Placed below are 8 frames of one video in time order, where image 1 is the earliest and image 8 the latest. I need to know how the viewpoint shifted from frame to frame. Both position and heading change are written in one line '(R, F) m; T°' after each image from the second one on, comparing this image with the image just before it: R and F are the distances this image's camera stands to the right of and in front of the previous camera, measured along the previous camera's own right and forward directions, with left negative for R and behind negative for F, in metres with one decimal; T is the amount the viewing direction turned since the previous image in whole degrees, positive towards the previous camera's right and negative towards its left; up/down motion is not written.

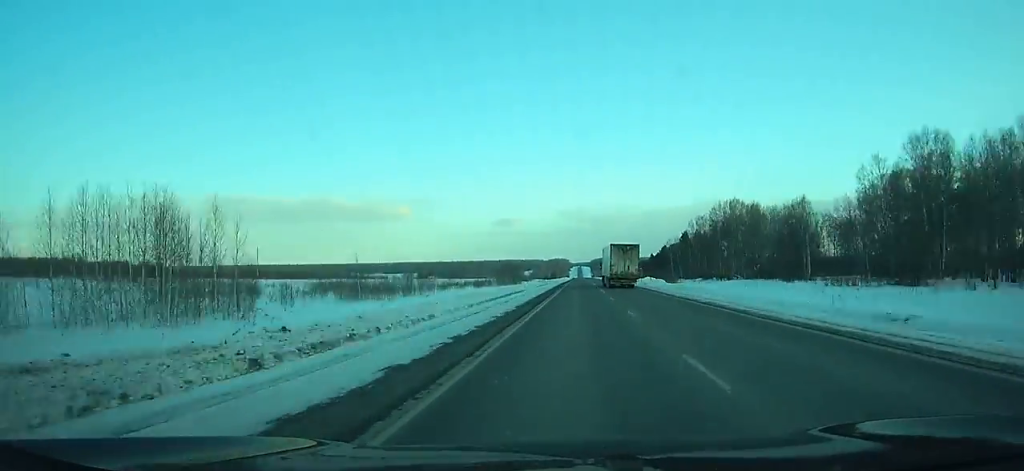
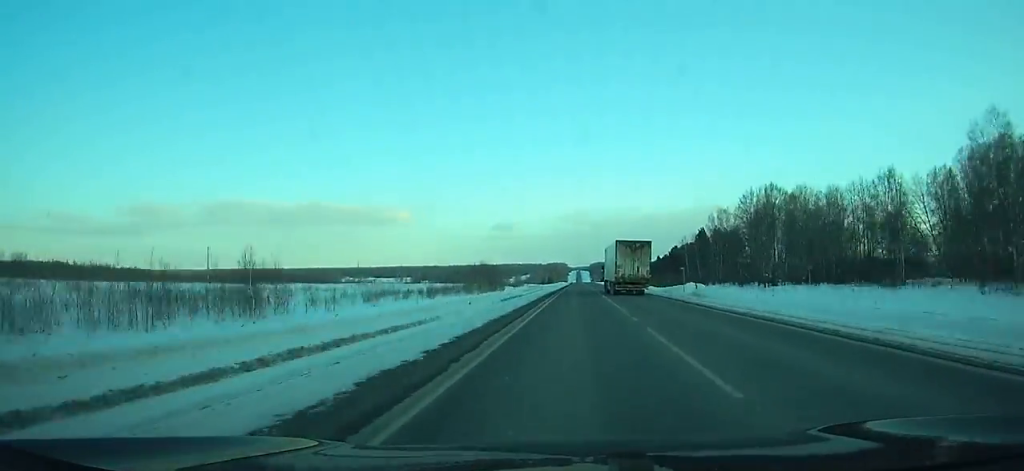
(+0.3, +36.5) m; 0°
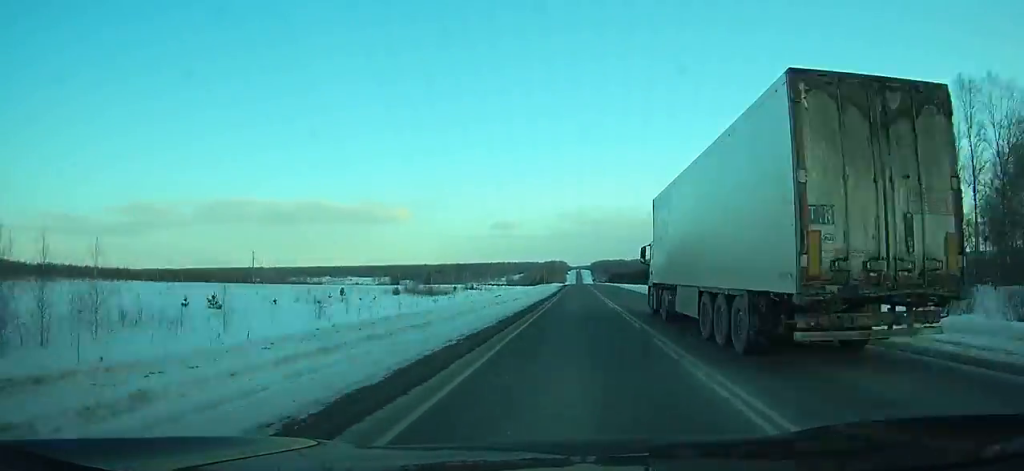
(-0.8, +123.7) m; 0°
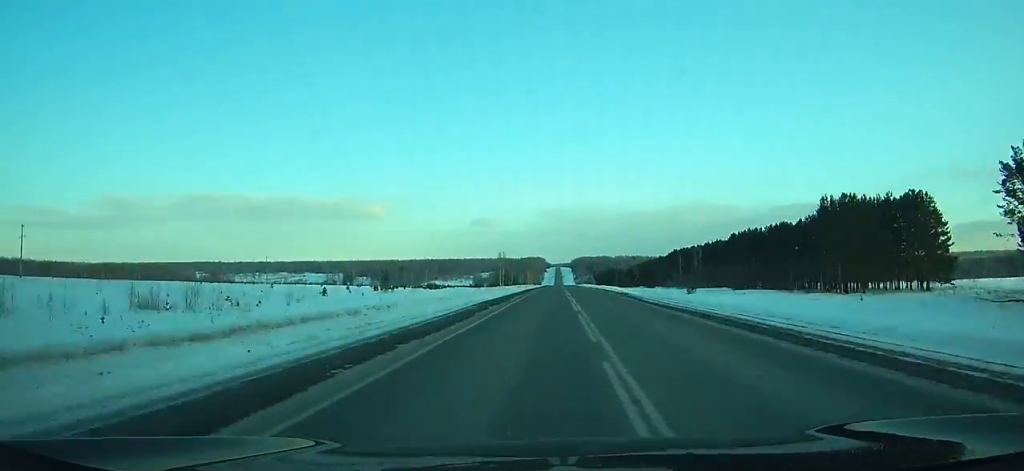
(+1.3, +111.0) m; +1°
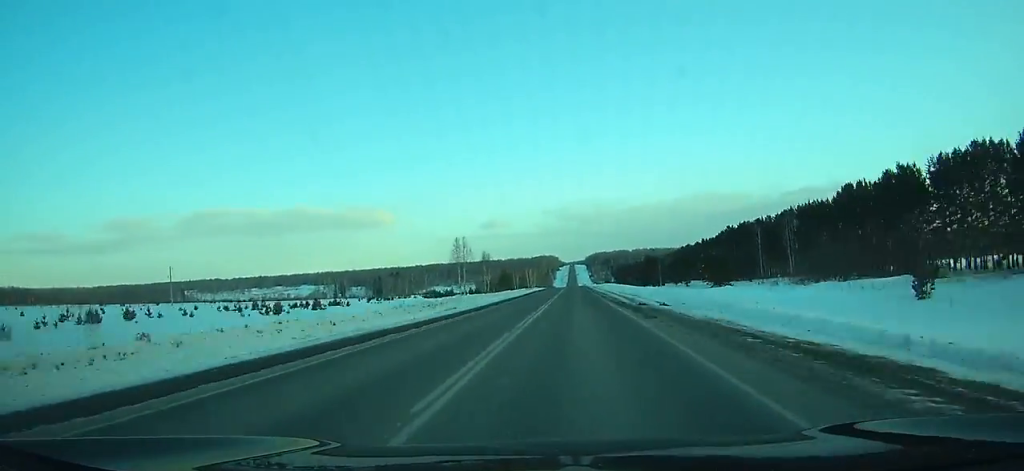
(+0.3, +78.7) m; 0°
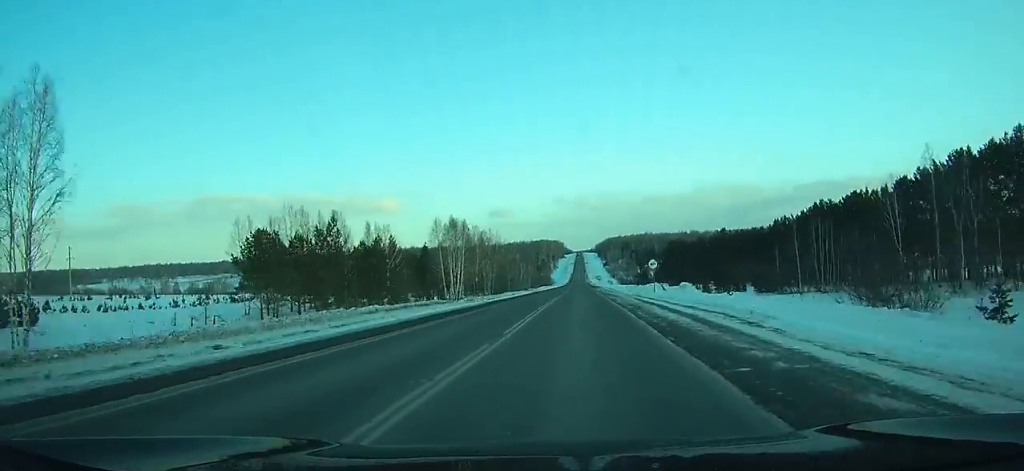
(-2.6, +199.0) m; -1°
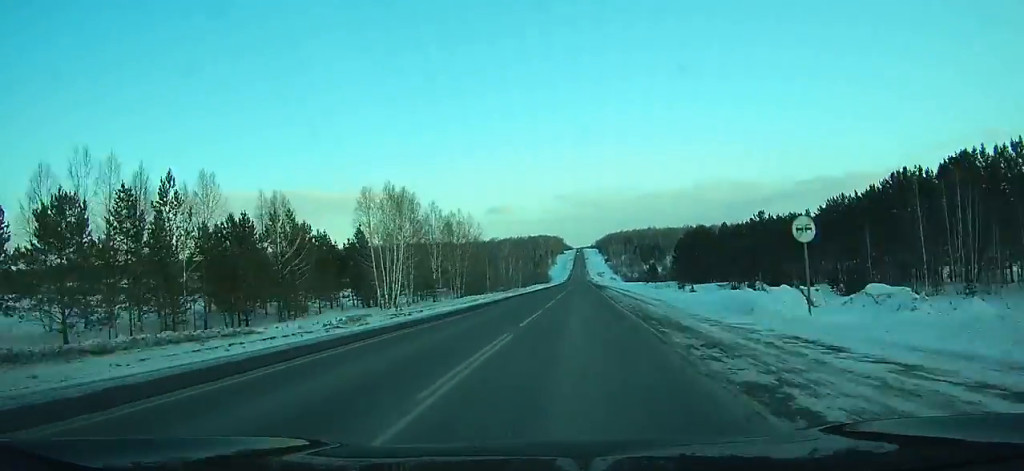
(0.0, +33.5) m; 0°
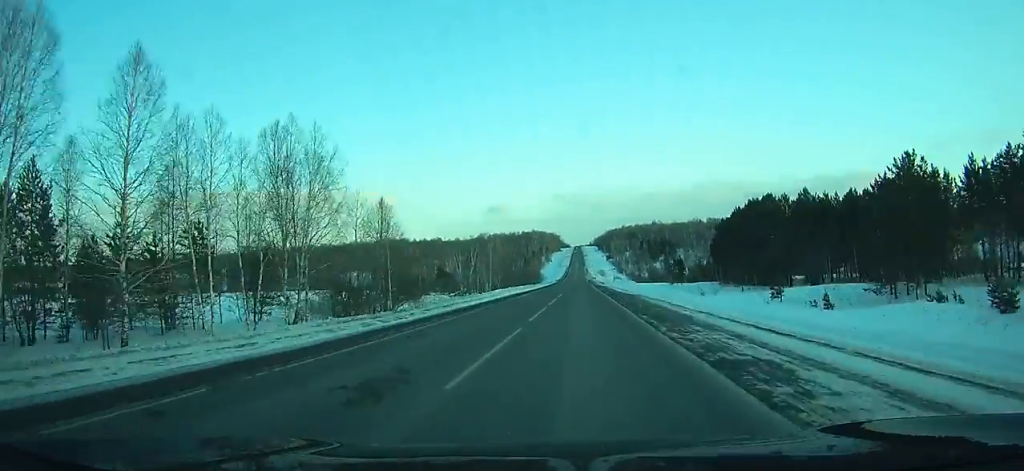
(0.0, +58.0) m; 0°
